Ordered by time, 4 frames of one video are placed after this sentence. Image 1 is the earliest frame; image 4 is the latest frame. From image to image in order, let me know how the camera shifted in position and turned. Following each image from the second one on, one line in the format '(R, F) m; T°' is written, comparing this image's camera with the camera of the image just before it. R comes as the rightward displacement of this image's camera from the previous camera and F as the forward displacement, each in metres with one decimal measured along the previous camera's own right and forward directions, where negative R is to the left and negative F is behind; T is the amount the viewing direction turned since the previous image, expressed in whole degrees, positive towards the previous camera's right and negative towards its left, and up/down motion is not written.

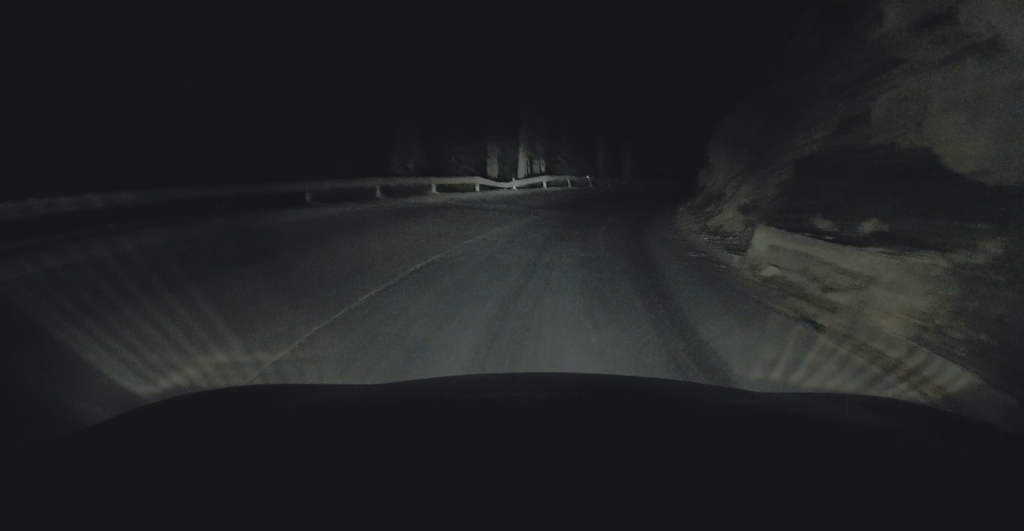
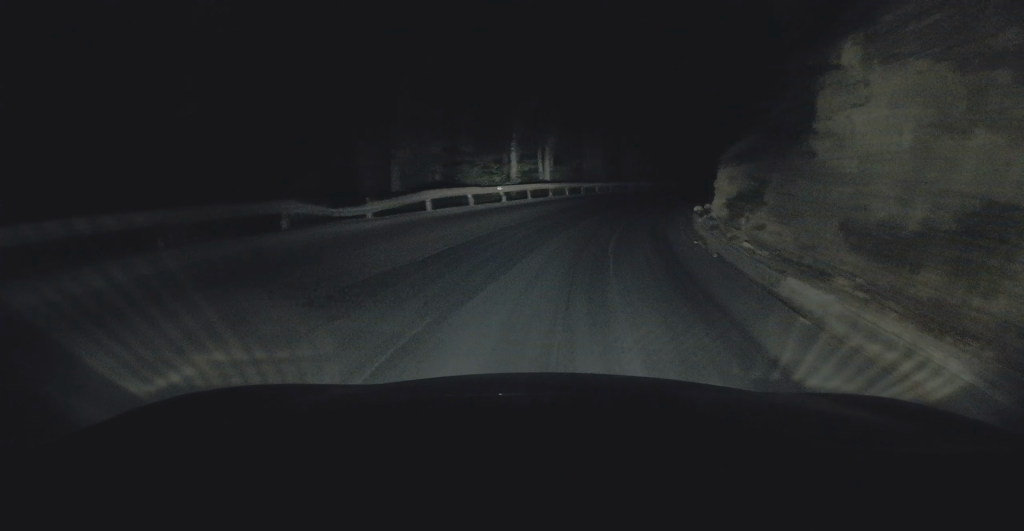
(0.0, +15.5) m; +3°
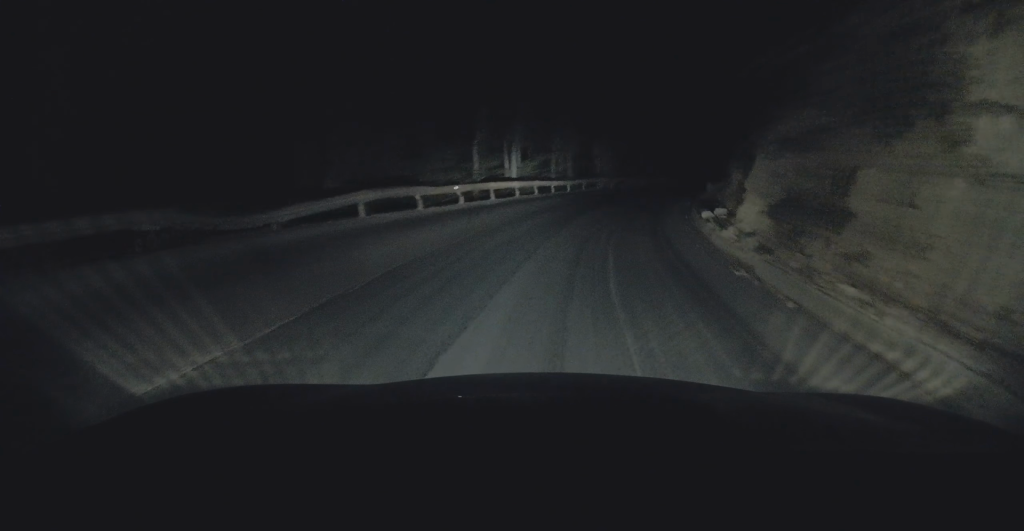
(0.0, +4.7) m; 0°
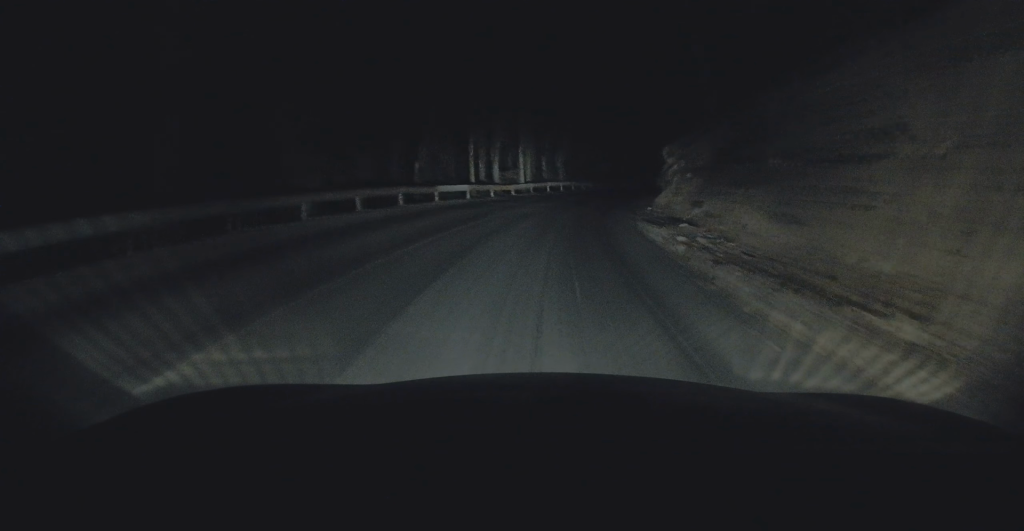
(+1.6, +35.0) m; +6°
